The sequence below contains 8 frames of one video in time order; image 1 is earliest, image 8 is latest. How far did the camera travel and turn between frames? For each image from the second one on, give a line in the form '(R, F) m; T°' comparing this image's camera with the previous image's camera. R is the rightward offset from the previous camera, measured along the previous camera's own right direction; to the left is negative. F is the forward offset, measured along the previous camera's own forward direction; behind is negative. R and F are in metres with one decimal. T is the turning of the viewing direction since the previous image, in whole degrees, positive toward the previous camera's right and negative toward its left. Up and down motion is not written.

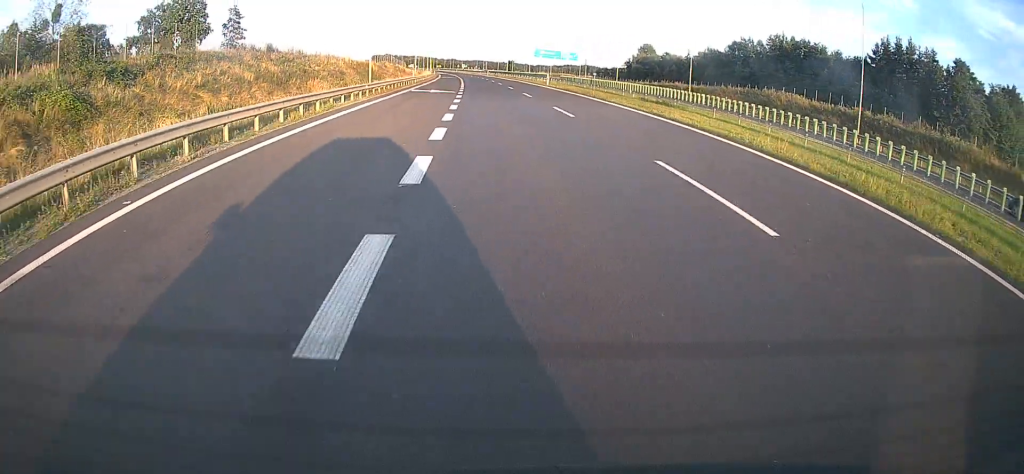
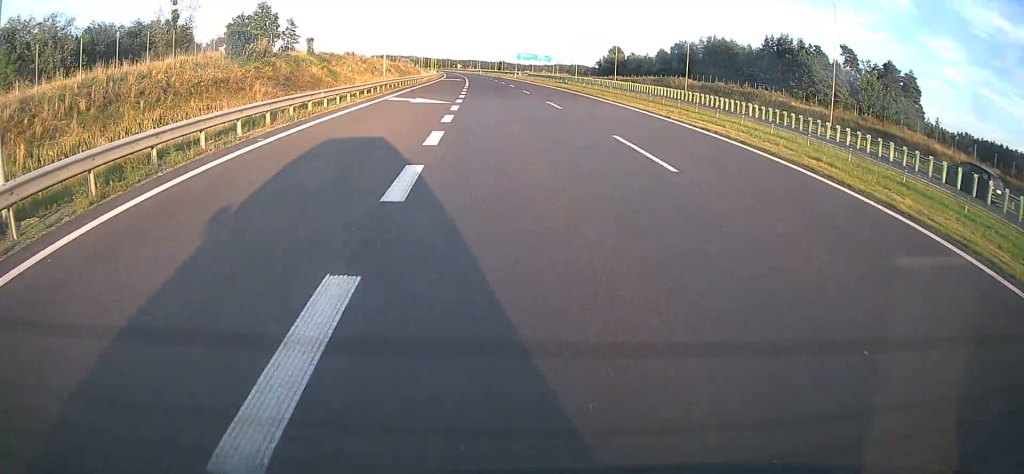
(0.0, +38.5) m; +1°
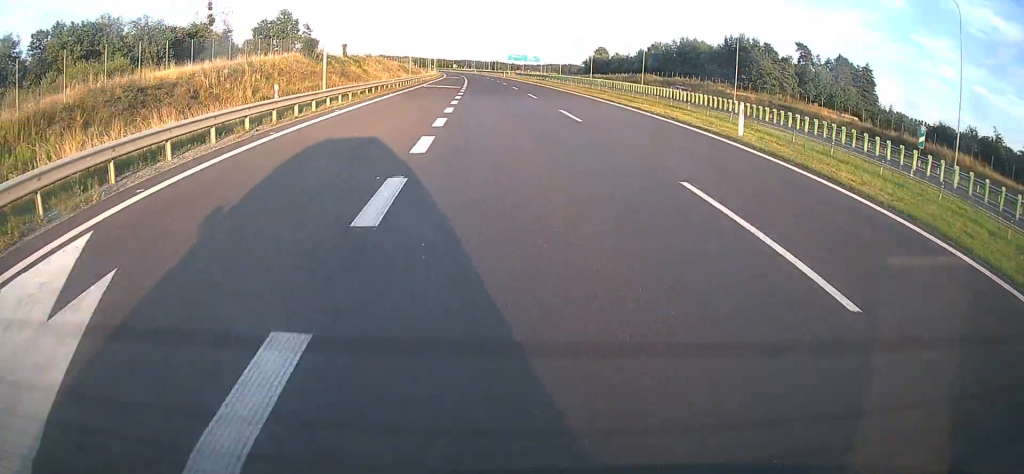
(+0.2, +18.9) m; +1°
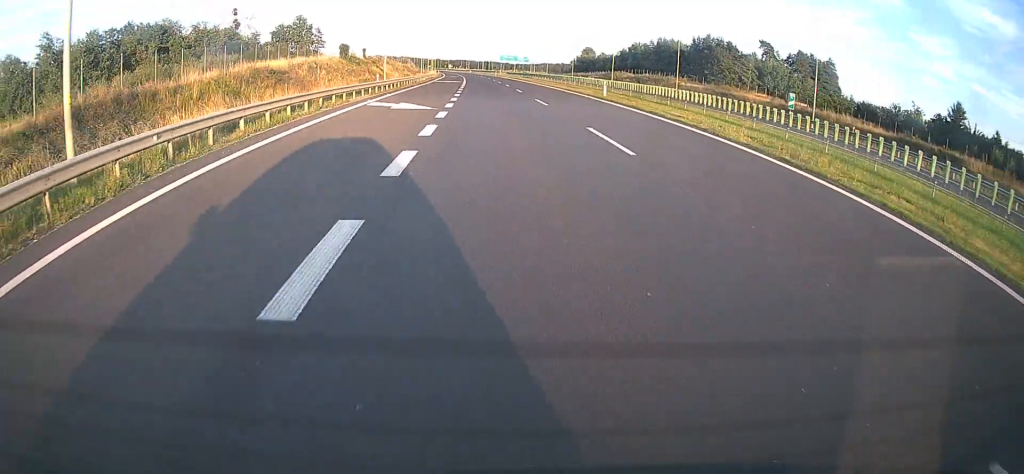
(+0.2, +18.0) m; +1°
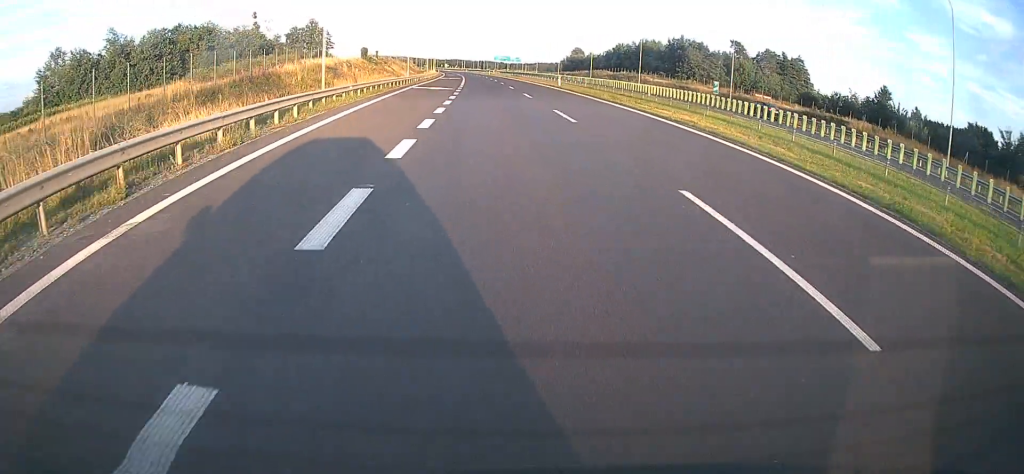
(+0.3, +17.1) m; 0°
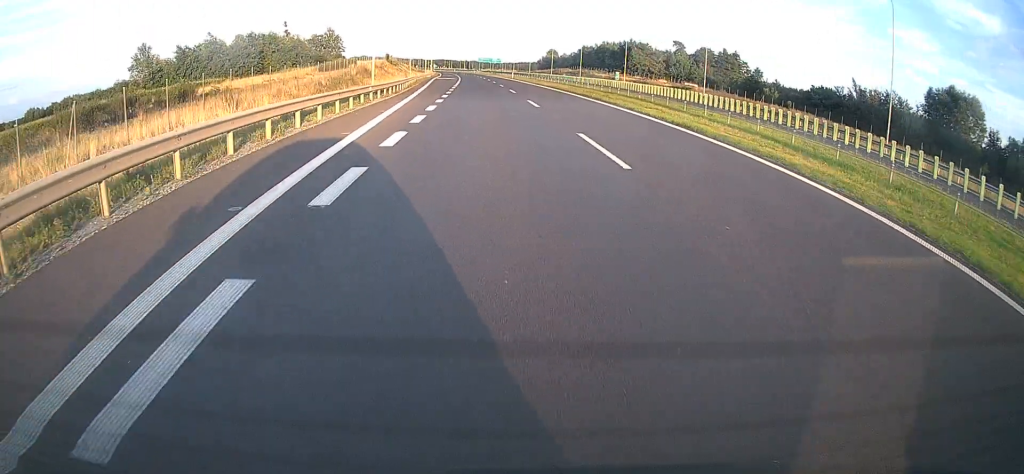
(+0.1, +40.8) m; +1°
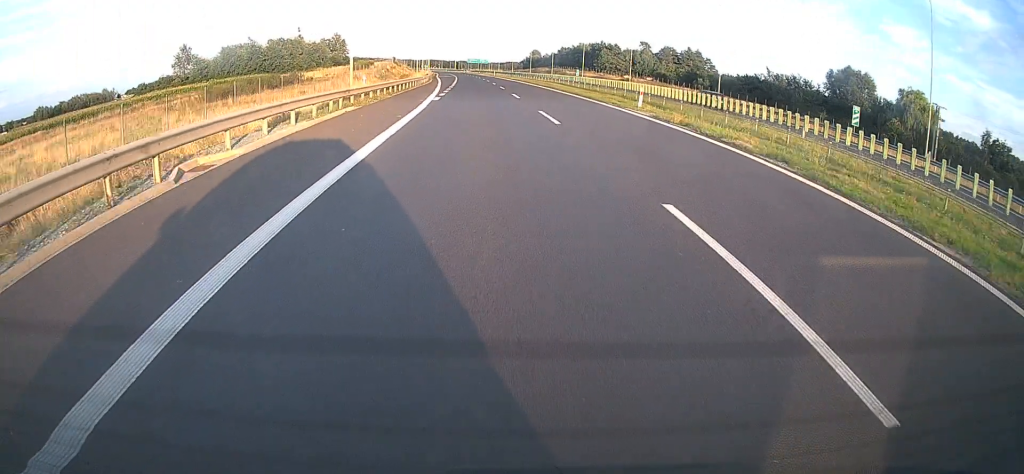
(+0.5, +29.5) m; +1°
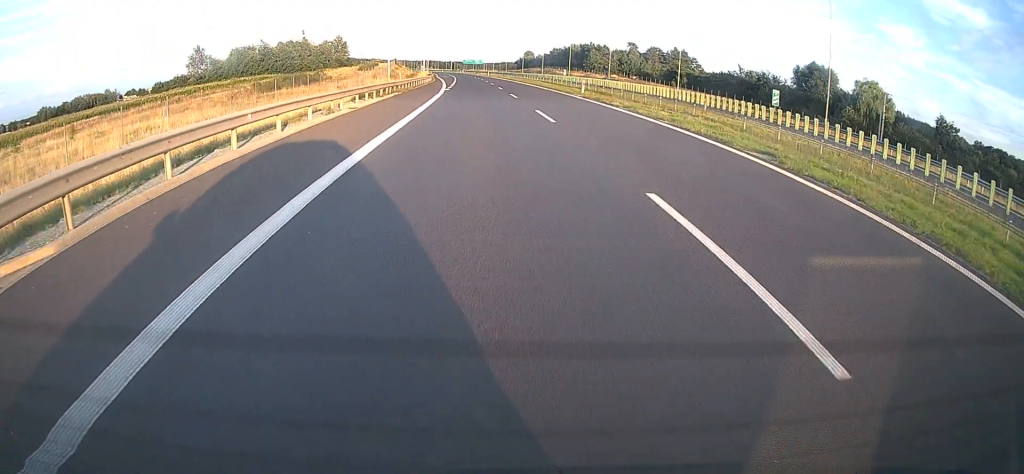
(-0.2, +12.4) m; 0°
